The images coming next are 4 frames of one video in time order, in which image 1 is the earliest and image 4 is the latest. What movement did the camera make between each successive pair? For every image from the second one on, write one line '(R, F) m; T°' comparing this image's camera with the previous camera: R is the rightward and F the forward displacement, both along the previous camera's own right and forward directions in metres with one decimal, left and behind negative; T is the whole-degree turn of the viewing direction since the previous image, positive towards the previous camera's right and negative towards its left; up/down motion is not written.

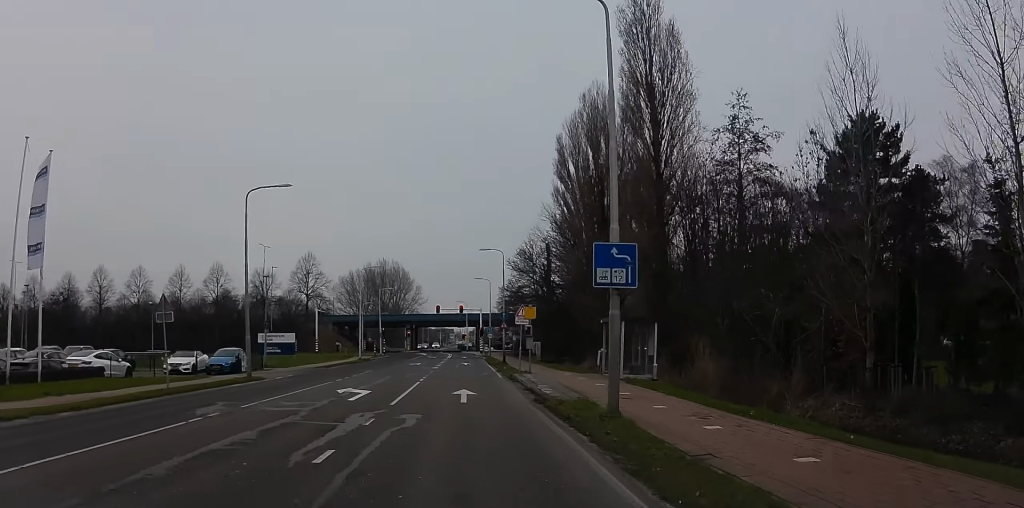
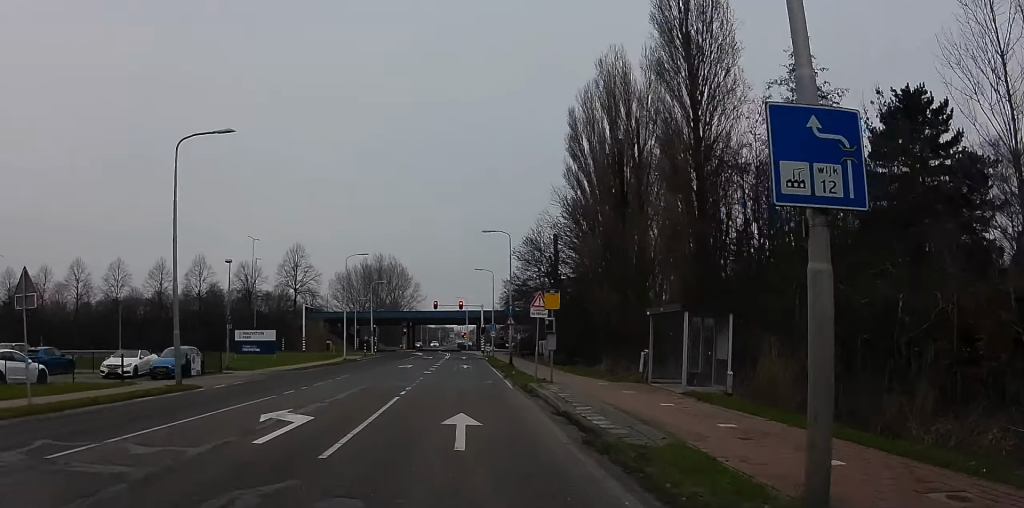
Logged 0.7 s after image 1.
(+0.1, +7.9) m; -3°
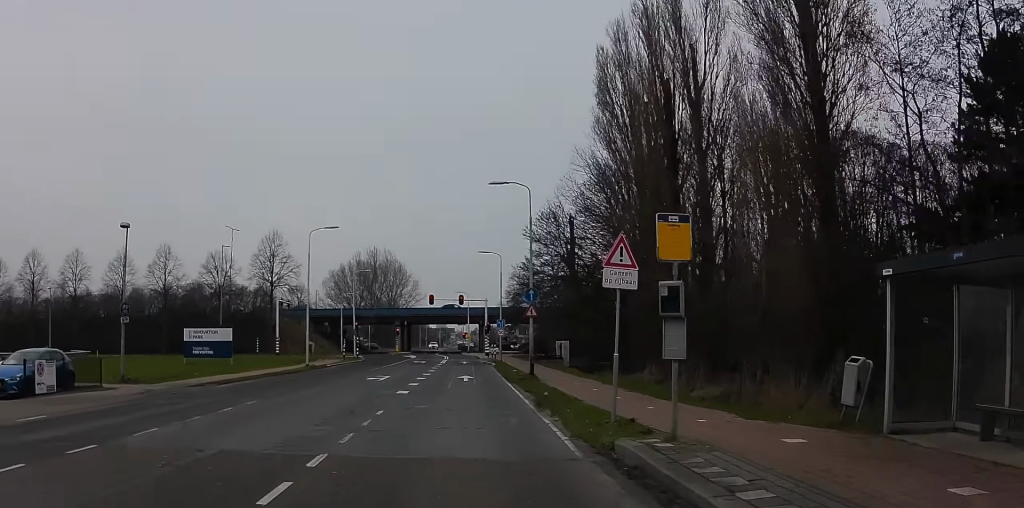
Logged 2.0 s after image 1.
(-0.5, +13.9) m; +1°
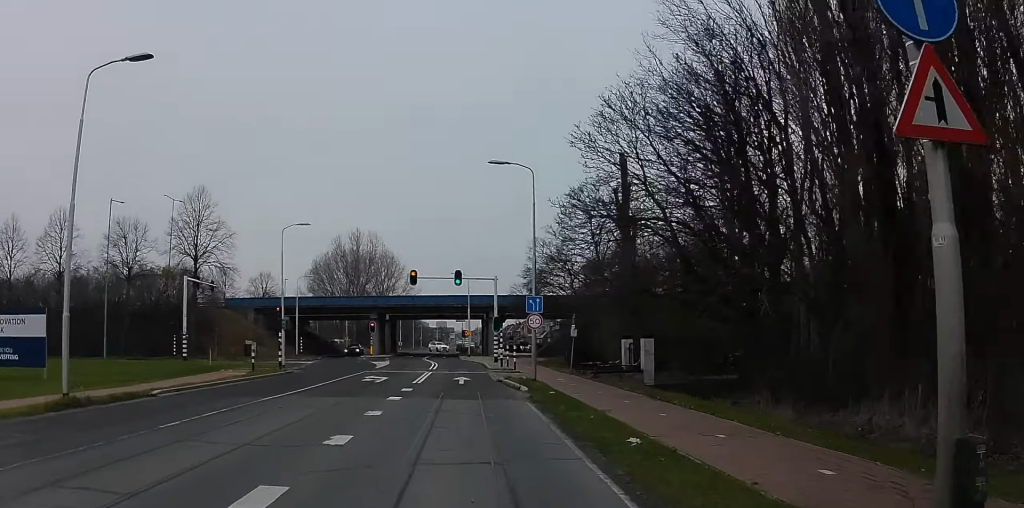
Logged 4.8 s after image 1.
(+1.2, +26.3) m; +1°
